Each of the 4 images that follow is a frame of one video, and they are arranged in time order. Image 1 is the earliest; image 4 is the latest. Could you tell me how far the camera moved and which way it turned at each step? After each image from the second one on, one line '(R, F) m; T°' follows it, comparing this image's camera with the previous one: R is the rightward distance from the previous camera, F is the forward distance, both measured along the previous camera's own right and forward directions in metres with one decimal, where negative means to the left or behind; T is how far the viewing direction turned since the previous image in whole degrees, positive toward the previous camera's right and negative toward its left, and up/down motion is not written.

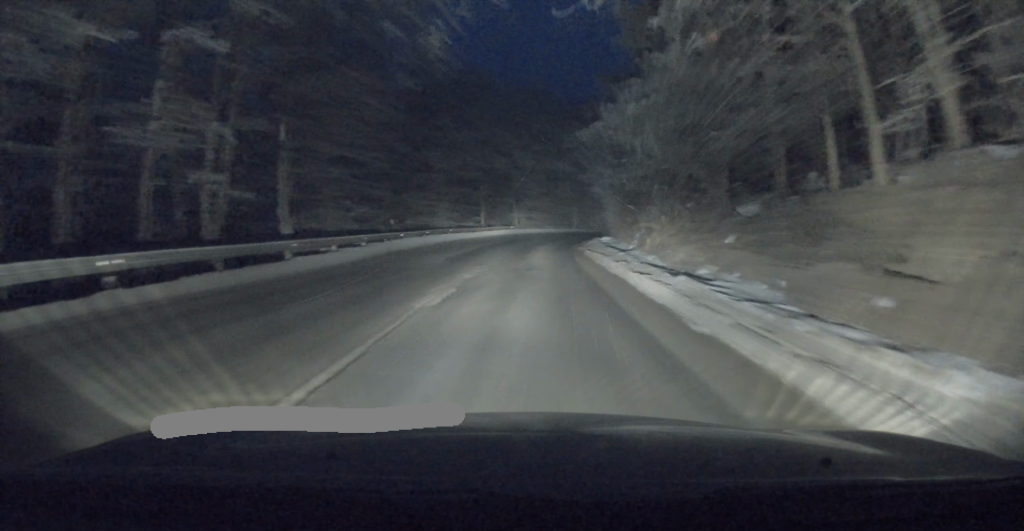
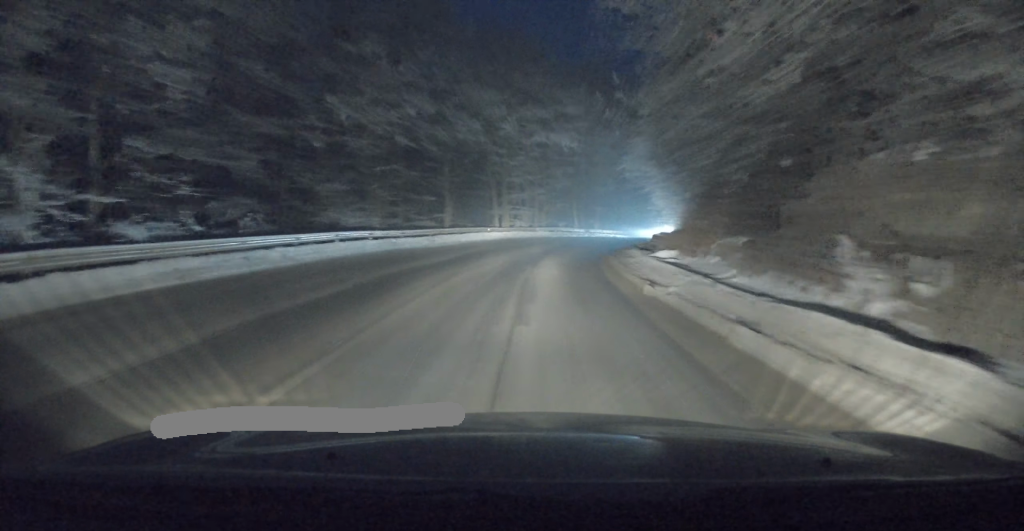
(+1.5, +20.3) m; +8°
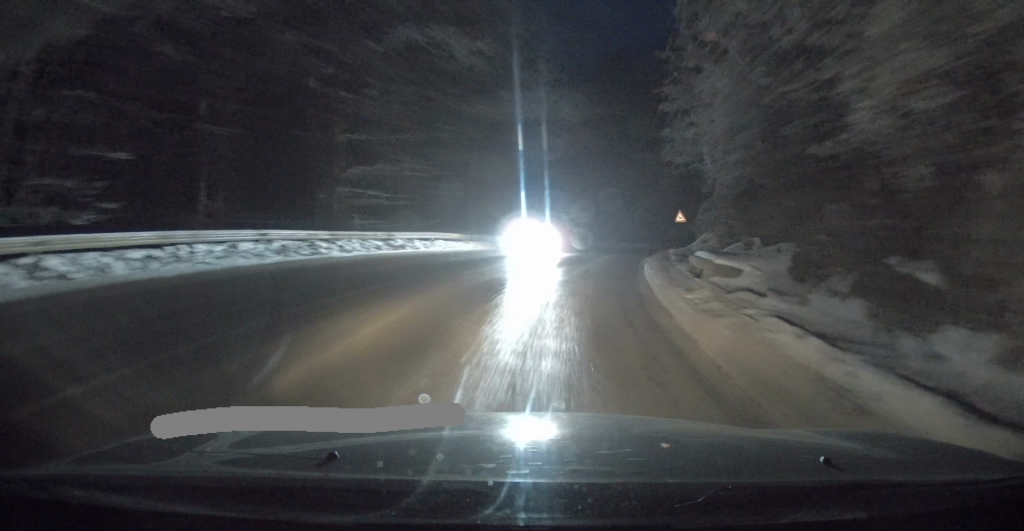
(+1.6, +22.5) m; +8°
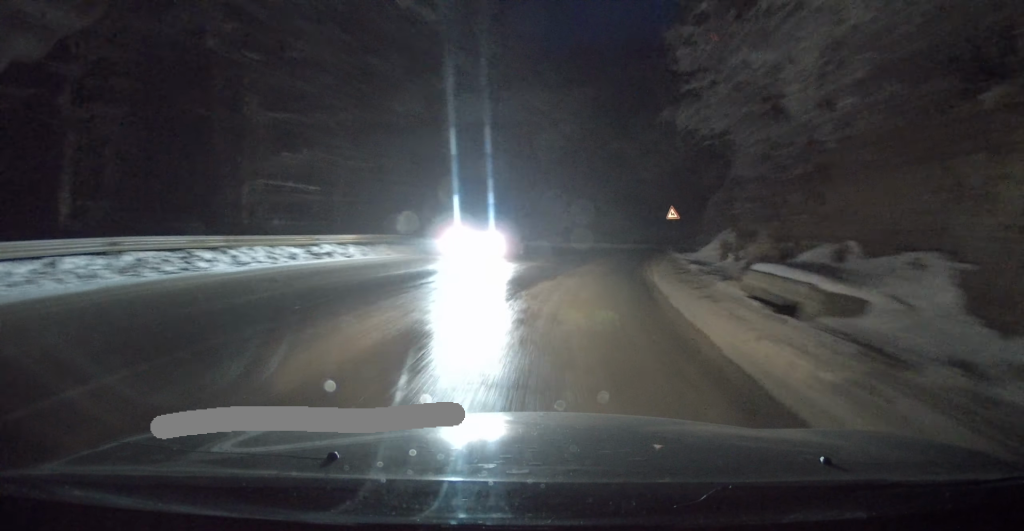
(+0.1, +5.5) m; +2°
